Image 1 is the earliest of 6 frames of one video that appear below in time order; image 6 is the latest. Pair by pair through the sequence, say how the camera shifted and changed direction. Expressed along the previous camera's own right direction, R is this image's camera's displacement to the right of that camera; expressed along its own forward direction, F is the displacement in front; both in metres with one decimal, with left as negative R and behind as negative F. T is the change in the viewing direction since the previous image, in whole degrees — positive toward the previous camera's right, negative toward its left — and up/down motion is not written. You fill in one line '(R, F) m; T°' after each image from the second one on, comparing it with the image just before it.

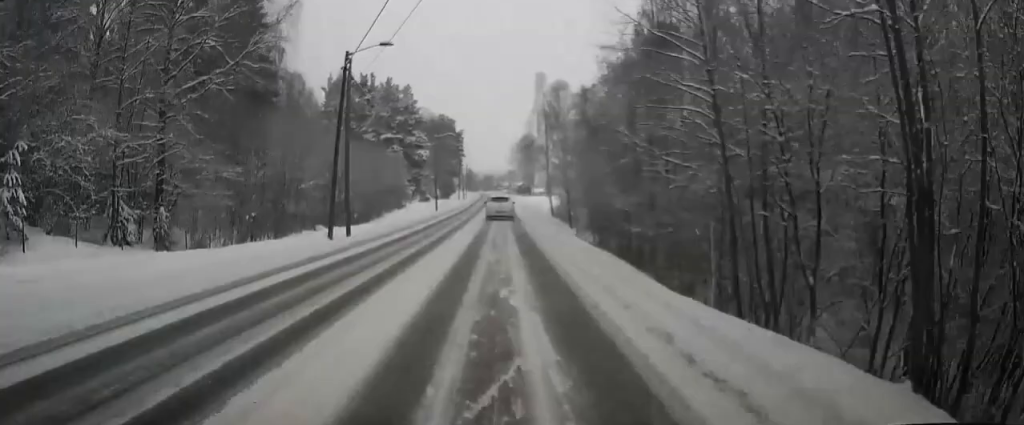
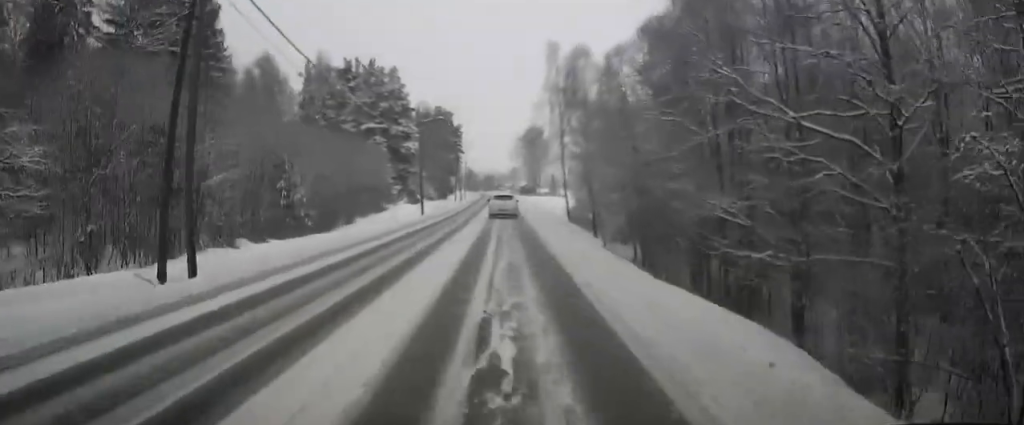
(-0.3, +14.2) m; -1°
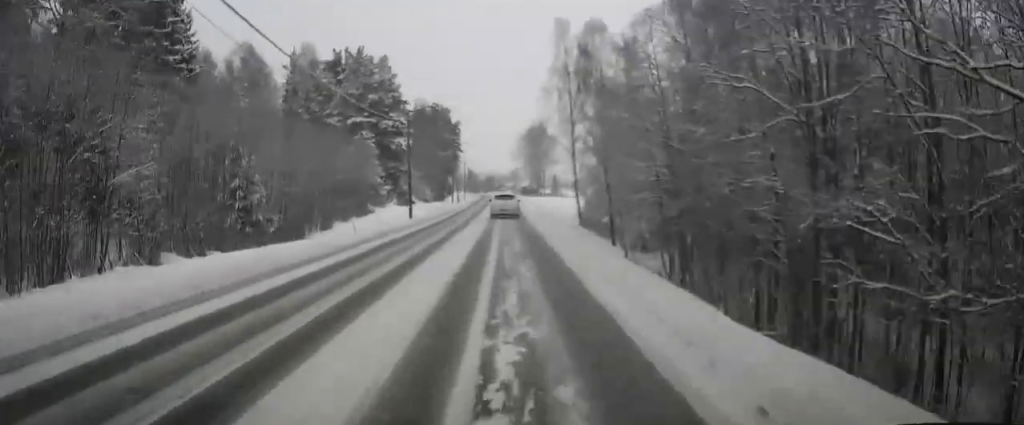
(0.0, +7.4) m; 0°
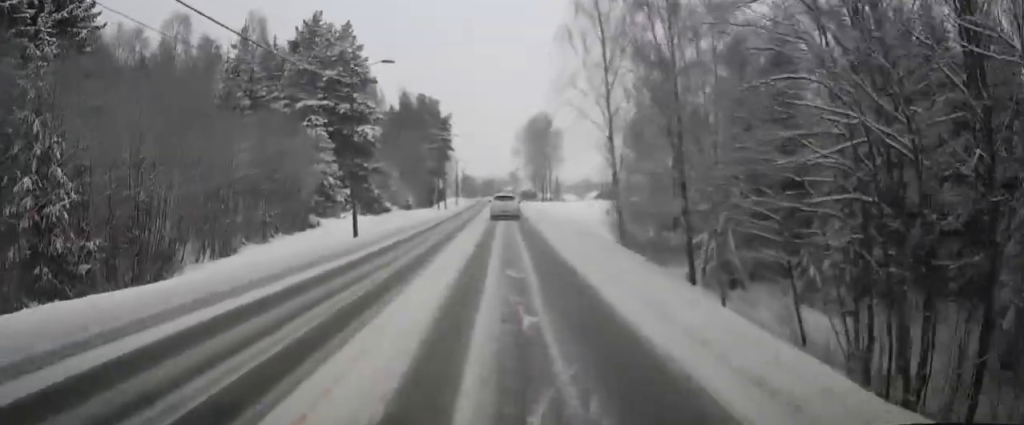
(+0.1, +17.0) m; +1°
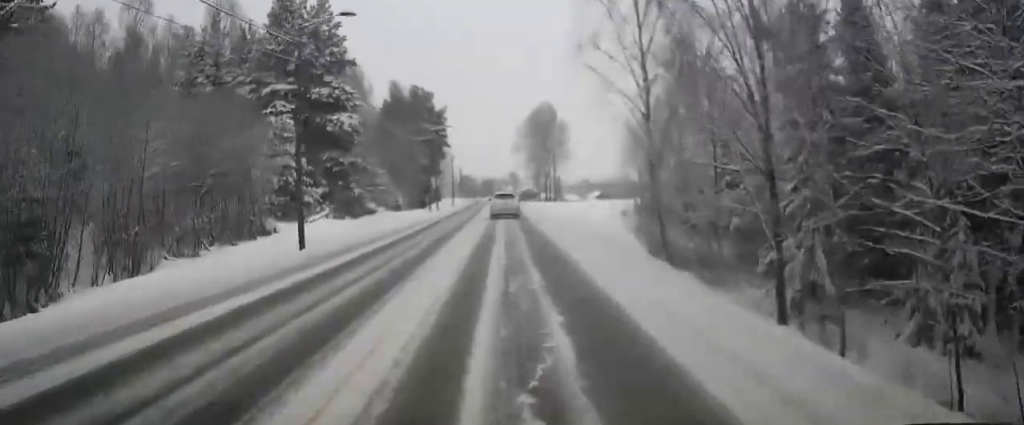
(+0.2, +7.9) m; 0°
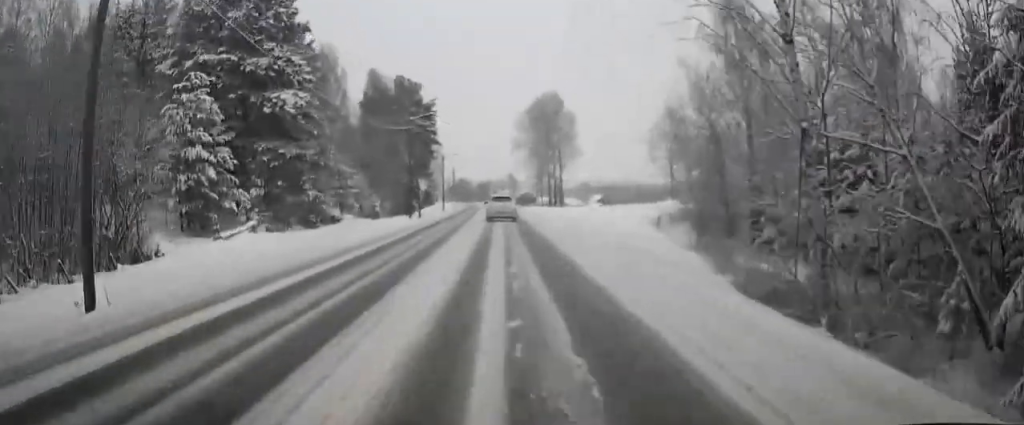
(-0.1, +11.8) m; 0°
